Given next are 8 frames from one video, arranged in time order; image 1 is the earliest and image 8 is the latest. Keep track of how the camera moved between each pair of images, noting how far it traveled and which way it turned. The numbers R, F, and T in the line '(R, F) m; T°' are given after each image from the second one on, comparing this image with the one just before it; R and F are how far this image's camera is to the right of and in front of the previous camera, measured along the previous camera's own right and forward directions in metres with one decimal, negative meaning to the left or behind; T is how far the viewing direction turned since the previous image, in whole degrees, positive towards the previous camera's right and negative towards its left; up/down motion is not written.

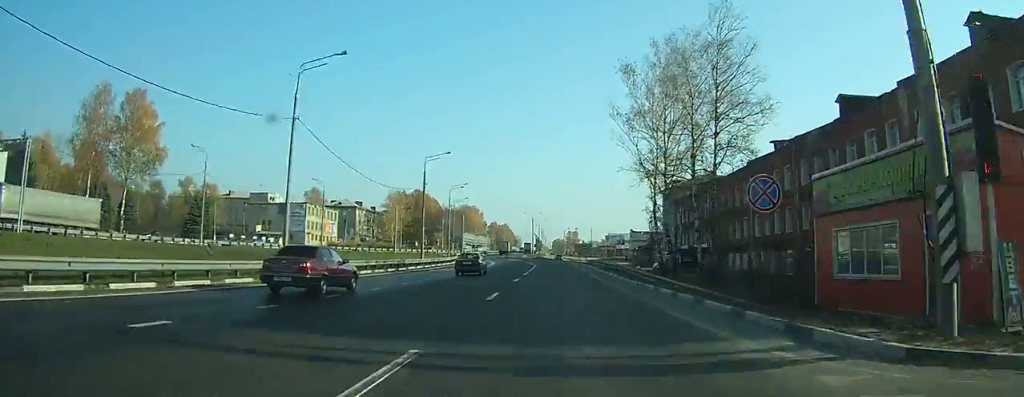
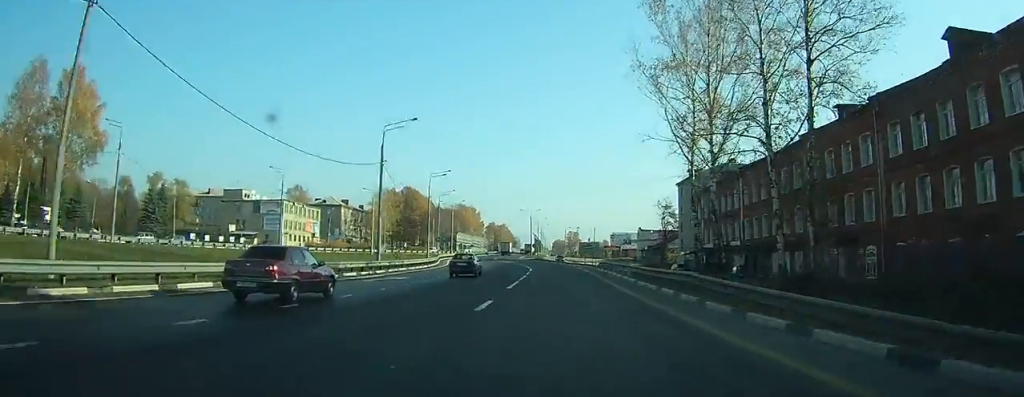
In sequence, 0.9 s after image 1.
(0.0, +14.6) m; 0°
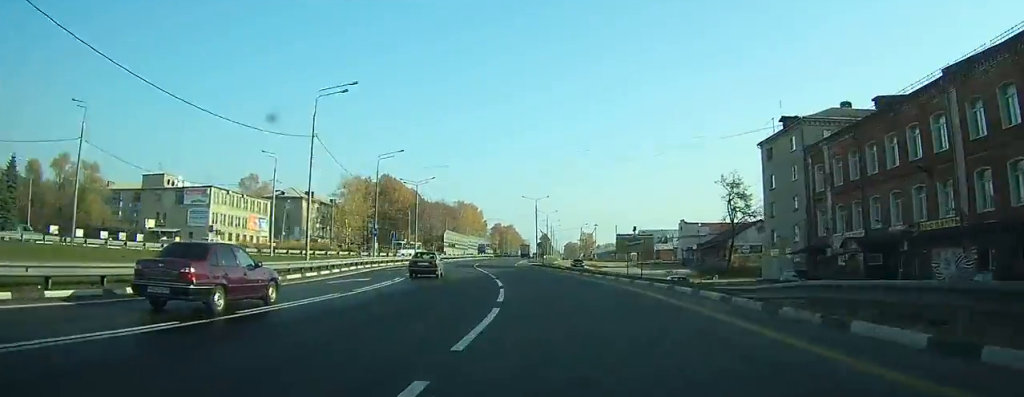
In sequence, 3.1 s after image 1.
(0.0, +37.9) m; -1°
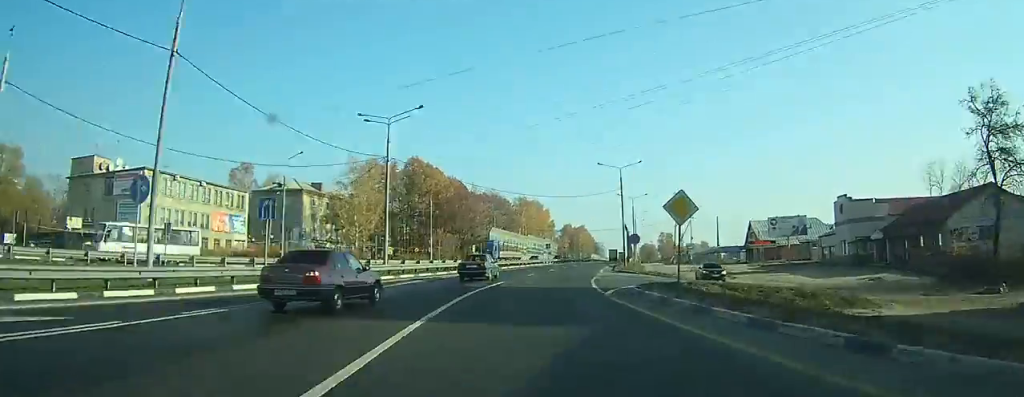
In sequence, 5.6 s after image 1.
(-1.2, +41.0) m; -4°
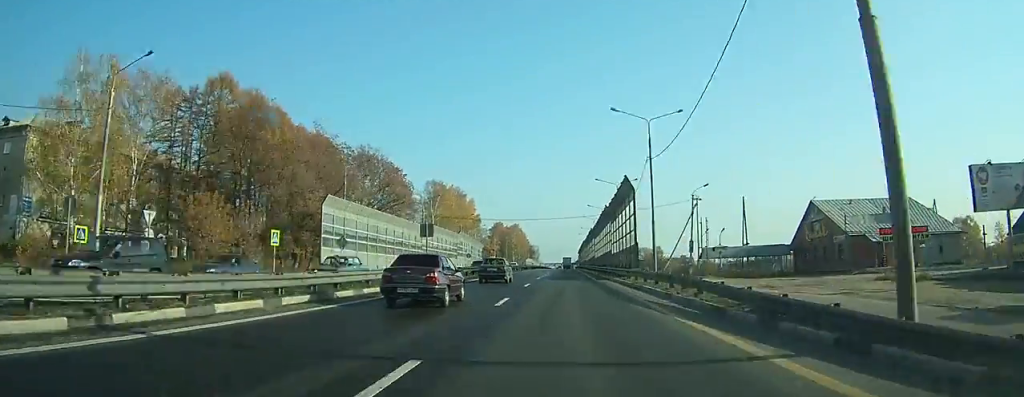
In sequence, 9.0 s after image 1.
(-0.6, +57.7) m; +2°
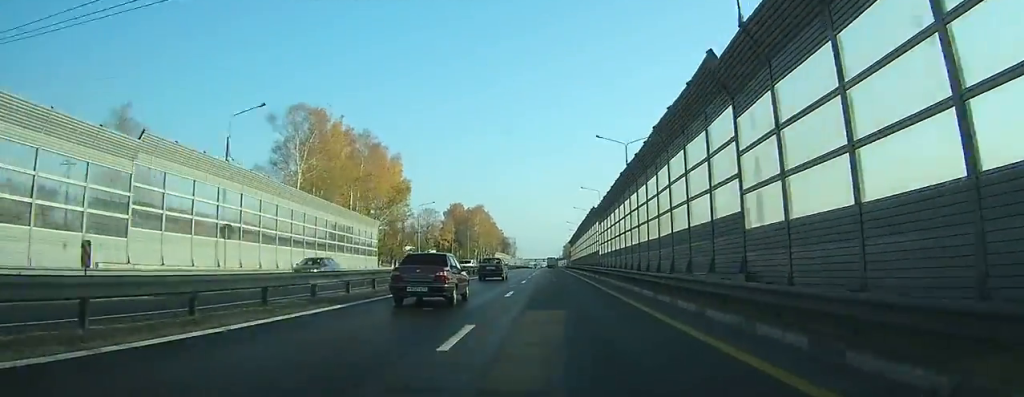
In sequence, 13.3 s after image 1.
(+3.9, +77.8) m; +4°
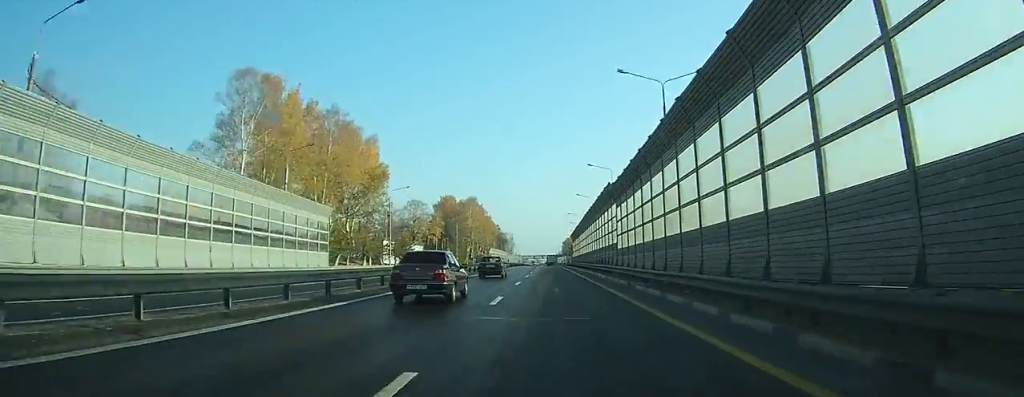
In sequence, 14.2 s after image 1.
(+0.1, +16.1) m; 0°
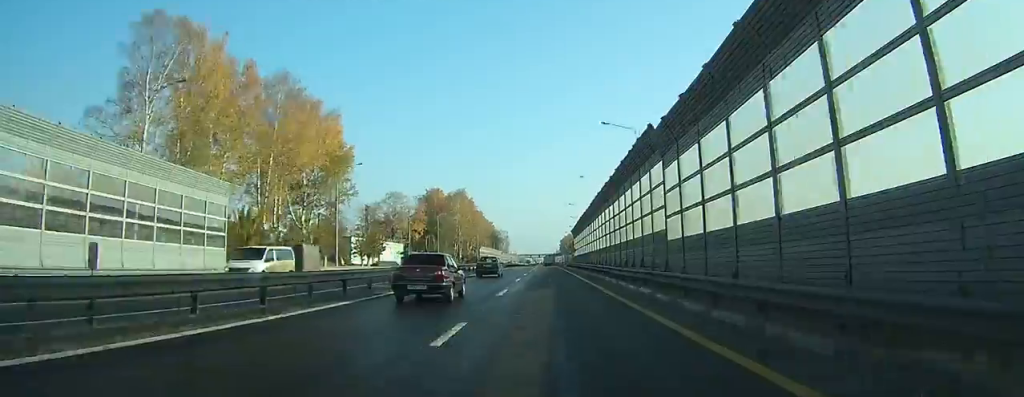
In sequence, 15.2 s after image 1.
(-0.1, +18.8) m; 0°
